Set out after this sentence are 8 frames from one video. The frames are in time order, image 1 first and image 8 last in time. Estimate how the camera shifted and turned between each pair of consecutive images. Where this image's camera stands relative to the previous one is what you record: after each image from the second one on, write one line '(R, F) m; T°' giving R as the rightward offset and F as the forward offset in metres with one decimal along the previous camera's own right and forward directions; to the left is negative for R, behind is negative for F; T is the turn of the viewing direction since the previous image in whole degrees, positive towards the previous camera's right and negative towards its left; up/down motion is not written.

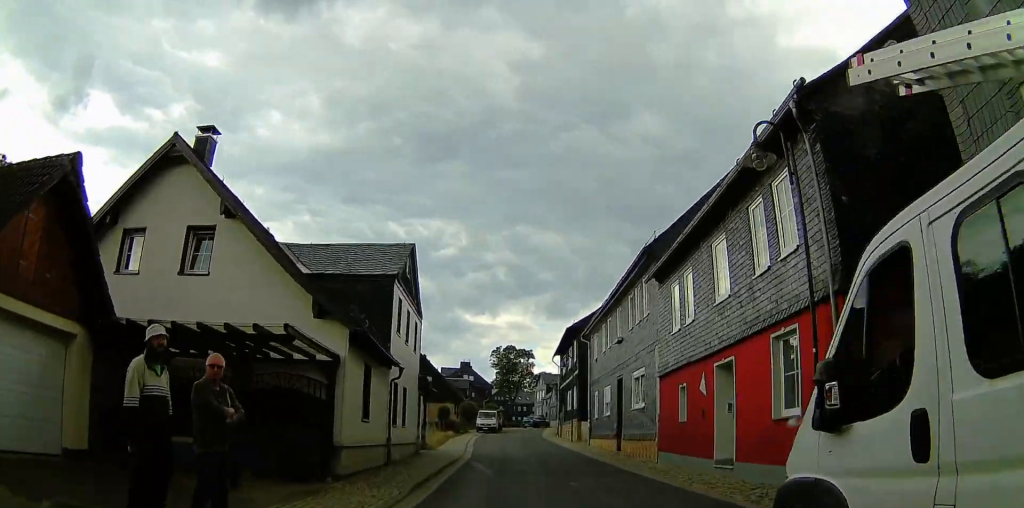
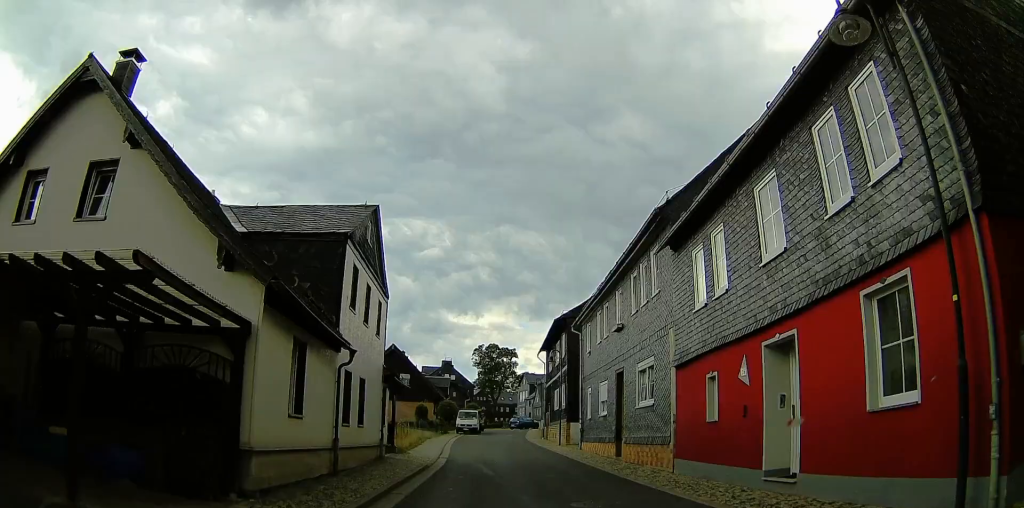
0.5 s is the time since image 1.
(0.0, +3.6) m; 0°
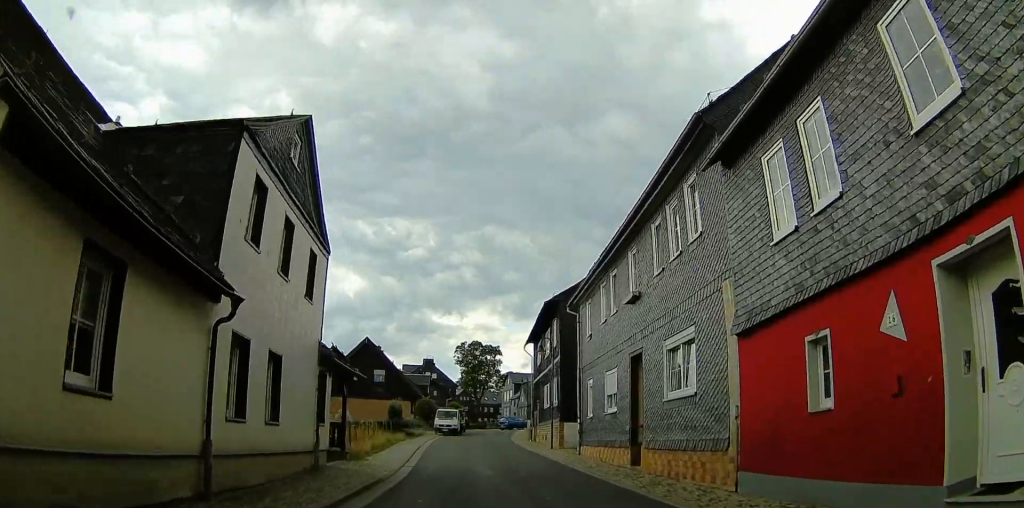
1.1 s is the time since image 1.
(0.0, +5.2) m; 0°
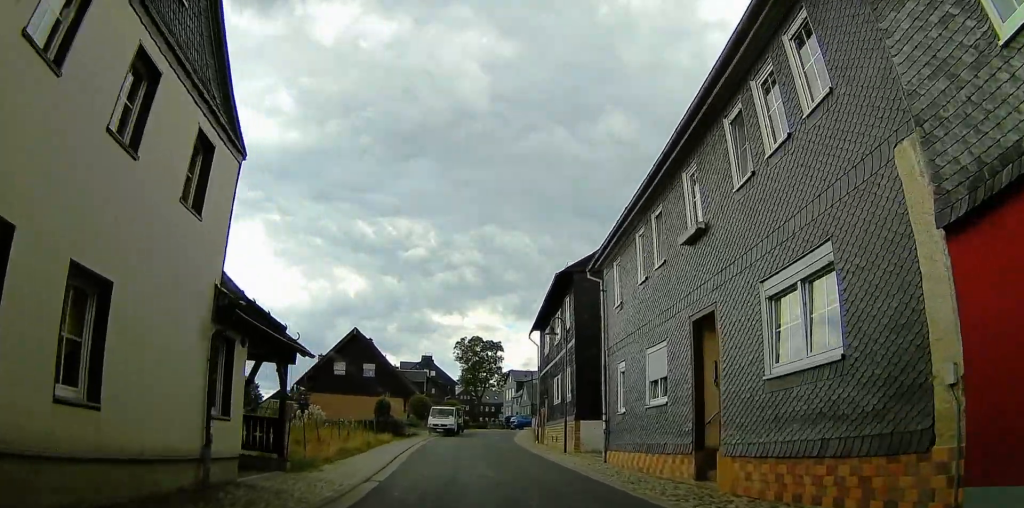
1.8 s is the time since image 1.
(0.0, +5.5) m; +1°
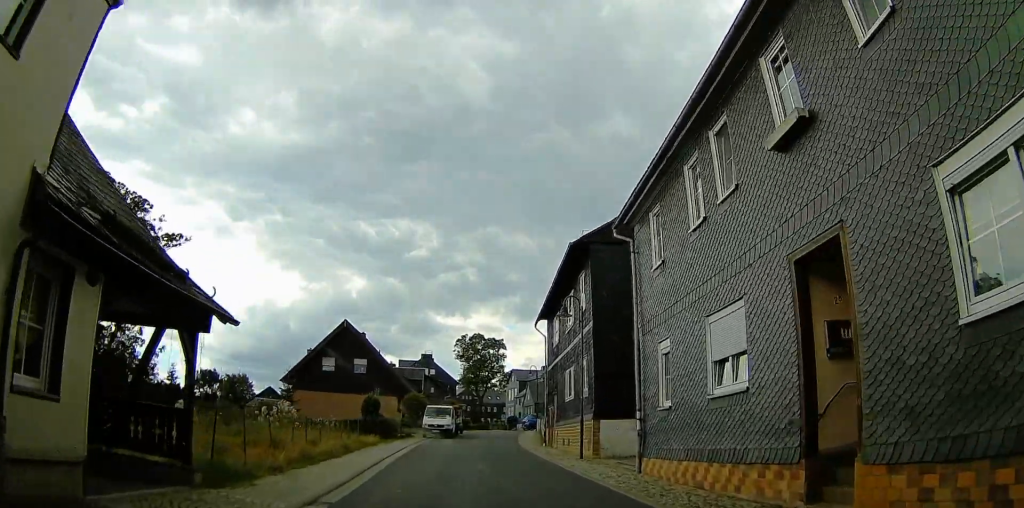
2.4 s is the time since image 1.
(-0.1, +4.2) m; +1°
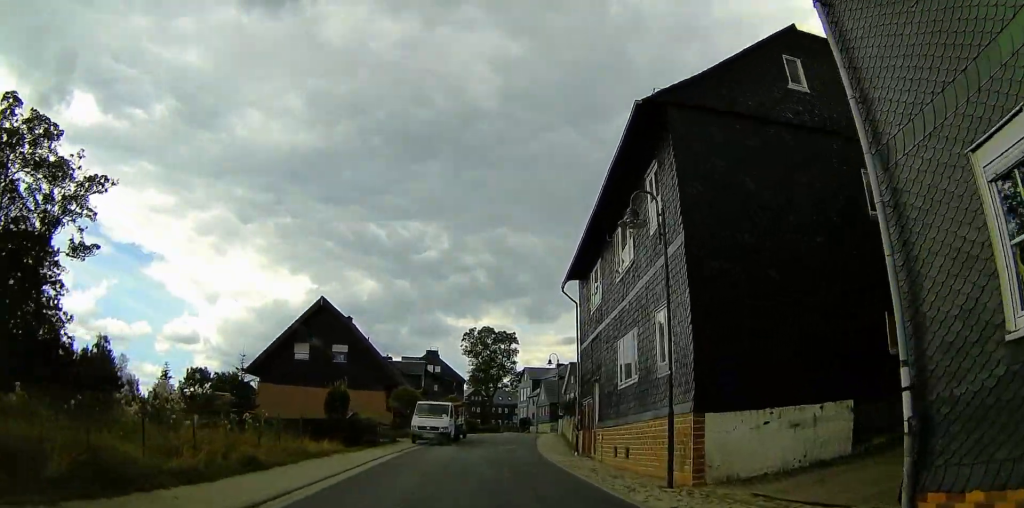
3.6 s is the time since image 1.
(+0.1, +9.4) m; -1°
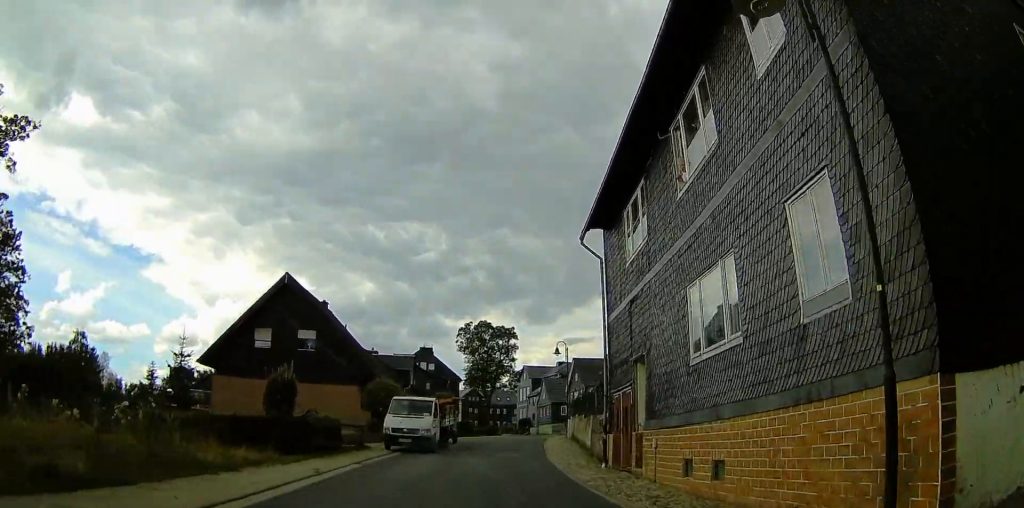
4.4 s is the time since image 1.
(-0.2, +6.7) m; -2°
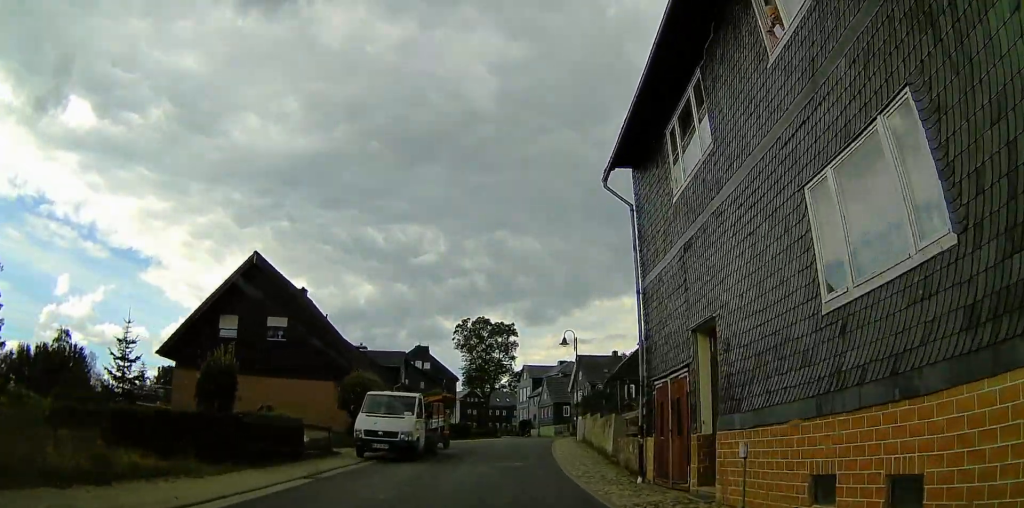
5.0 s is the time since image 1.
(0.0, +4.6) m; +2°
